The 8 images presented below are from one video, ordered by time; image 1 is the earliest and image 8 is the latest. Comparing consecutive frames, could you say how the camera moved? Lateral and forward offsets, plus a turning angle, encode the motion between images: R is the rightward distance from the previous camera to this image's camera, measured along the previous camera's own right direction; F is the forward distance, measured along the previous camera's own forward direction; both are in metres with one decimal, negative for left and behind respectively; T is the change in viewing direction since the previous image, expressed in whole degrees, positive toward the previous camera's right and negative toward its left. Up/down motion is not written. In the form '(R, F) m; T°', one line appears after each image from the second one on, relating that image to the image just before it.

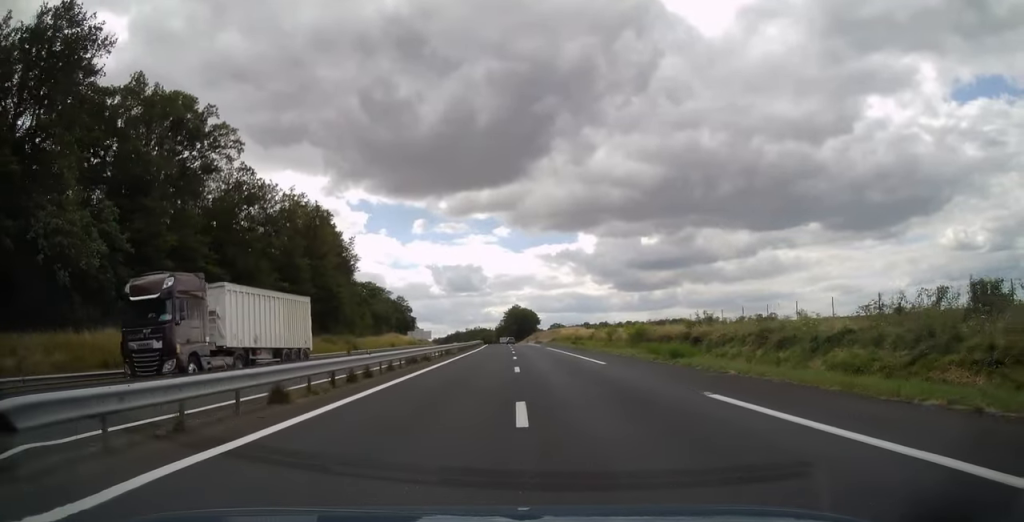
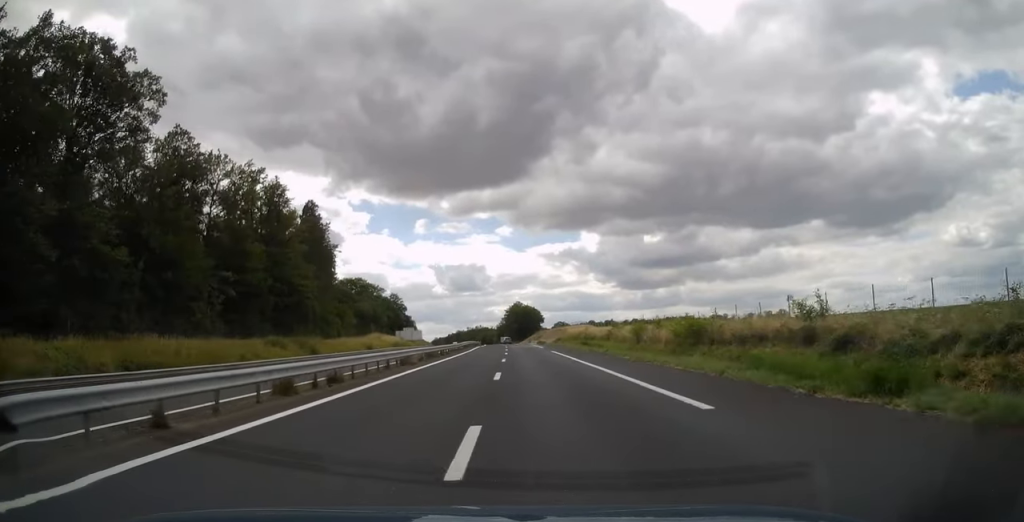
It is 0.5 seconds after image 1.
(0.0, +15.6) m; 0°
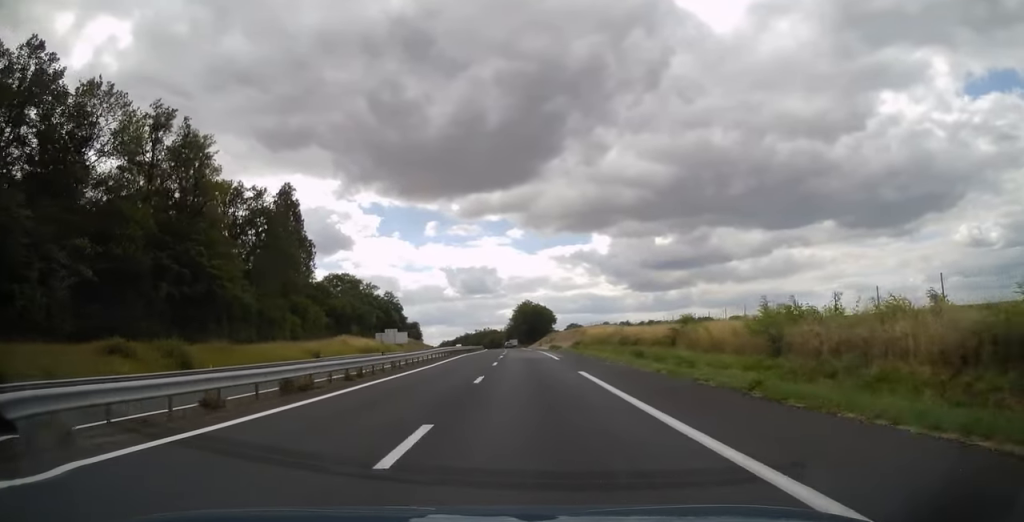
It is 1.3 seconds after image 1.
(0.0, +24.4) m; 0°
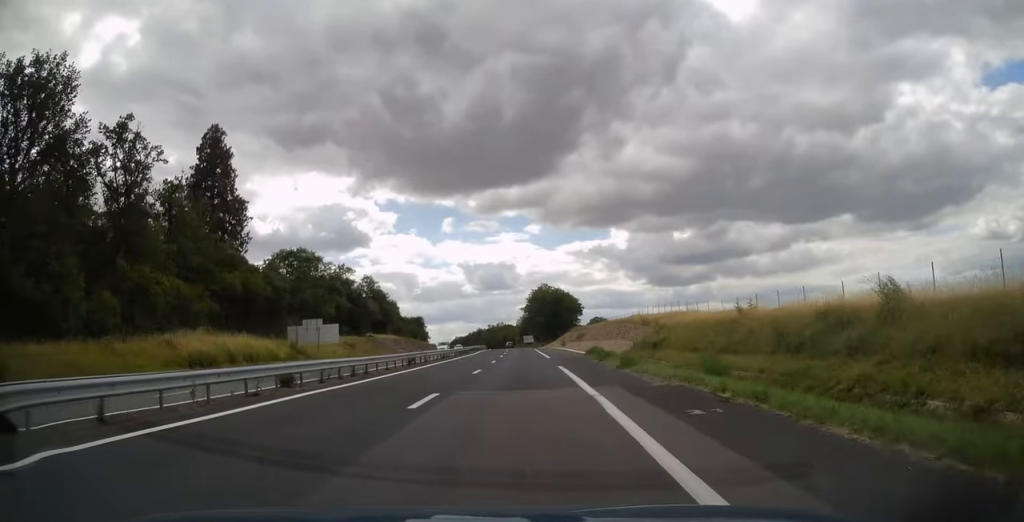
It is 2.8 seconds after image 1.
(-0.5, +44.7) m; -3°
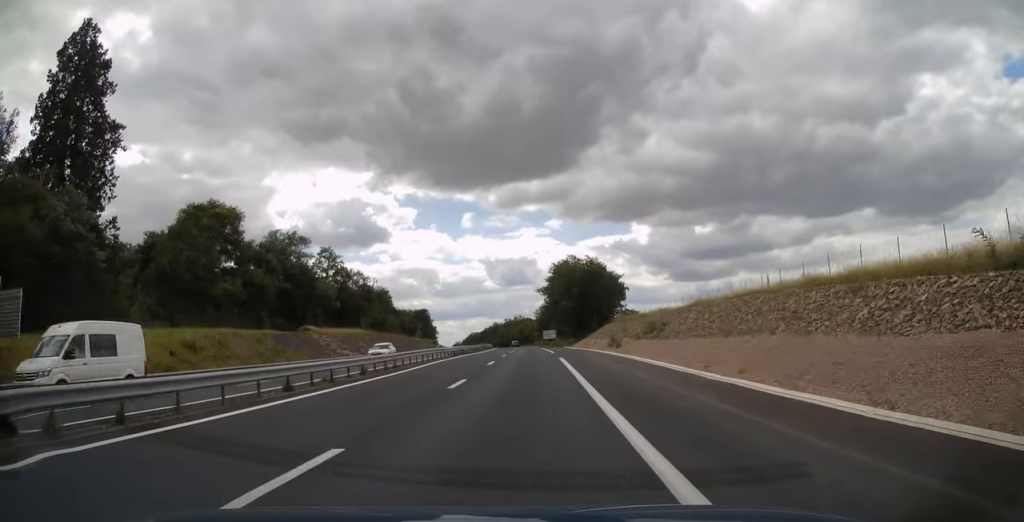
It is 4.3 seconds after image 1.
(-1.1, +45.0) m; -2°
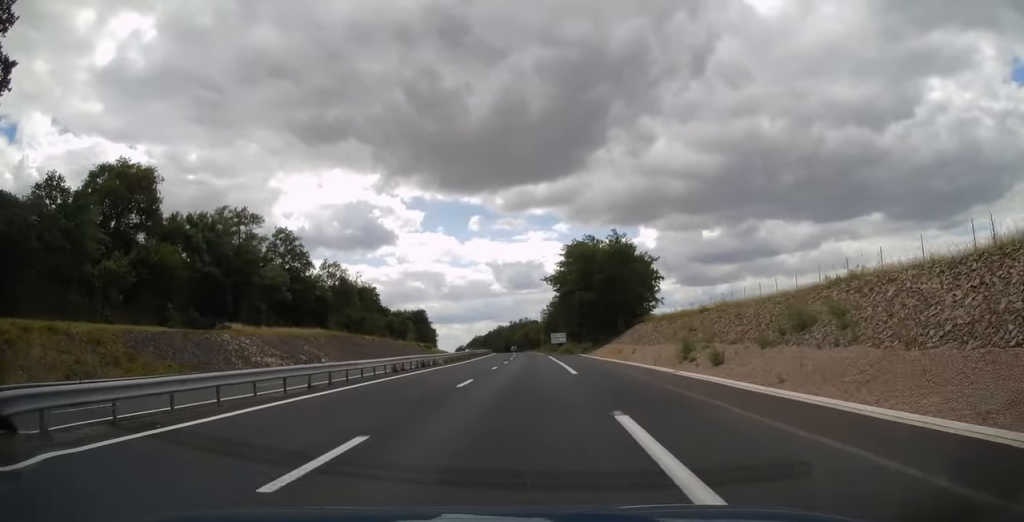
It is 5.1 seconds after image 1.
(+0.3, +24.1) m; 0°
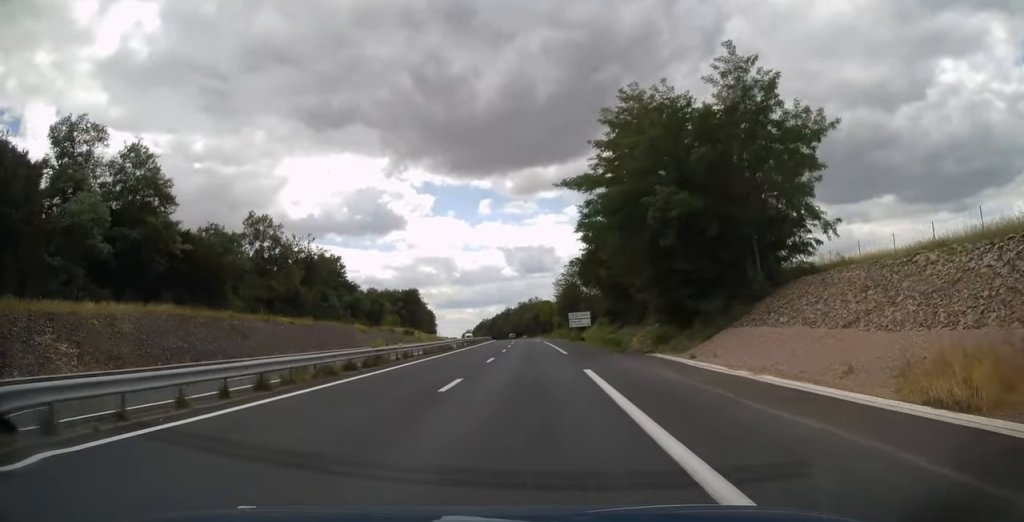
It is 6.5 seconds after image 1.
(-1.0, +41.7) m; -2°
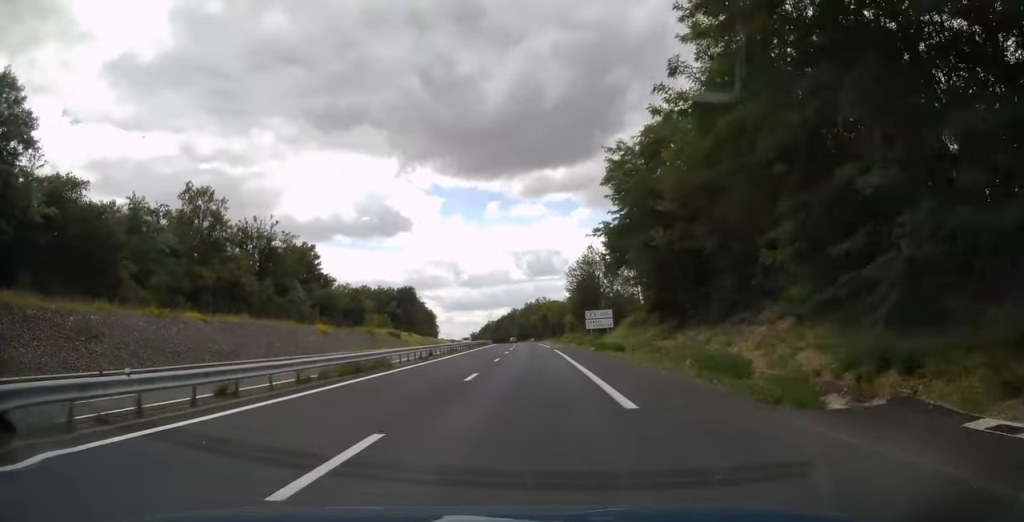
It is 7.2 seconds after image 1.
(-0.2, +21.5) m; -1°
